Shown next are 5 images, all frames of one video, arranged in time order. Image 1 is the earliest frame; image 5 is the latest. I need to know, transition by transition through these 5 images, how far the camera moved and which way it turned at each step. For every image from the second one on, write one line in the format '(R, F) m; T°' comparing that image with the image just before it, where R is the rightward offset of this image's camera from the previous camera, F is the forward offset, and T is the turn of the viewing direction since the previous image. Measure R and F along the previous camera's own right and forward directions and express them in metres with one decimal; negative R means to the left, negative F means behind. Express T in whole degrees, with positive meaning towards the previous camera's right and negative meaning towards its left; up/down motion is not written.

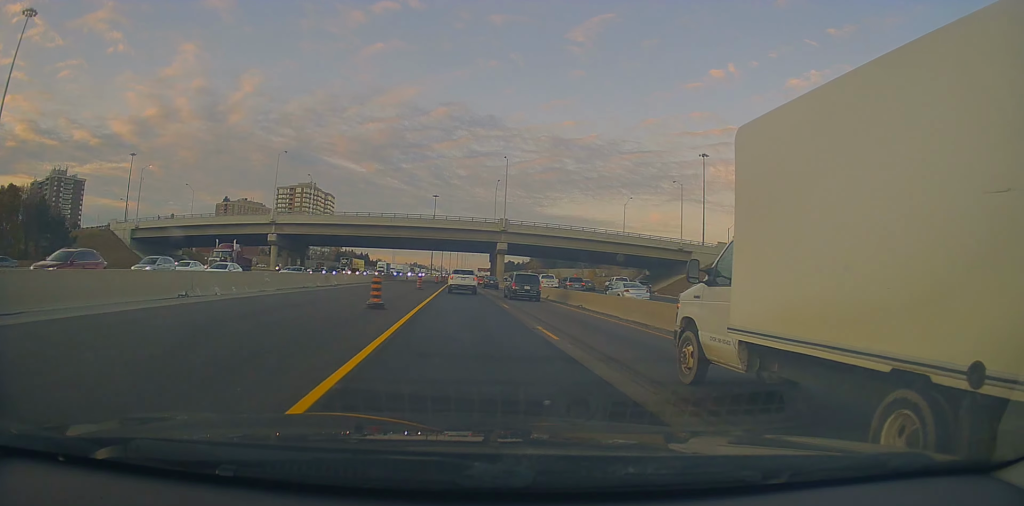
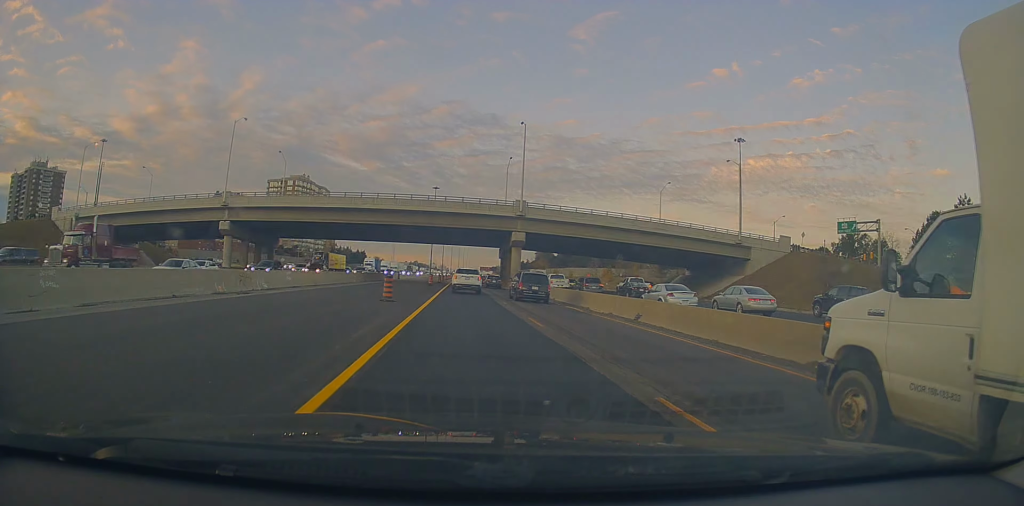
(+0.2, +20.9) m; +1°
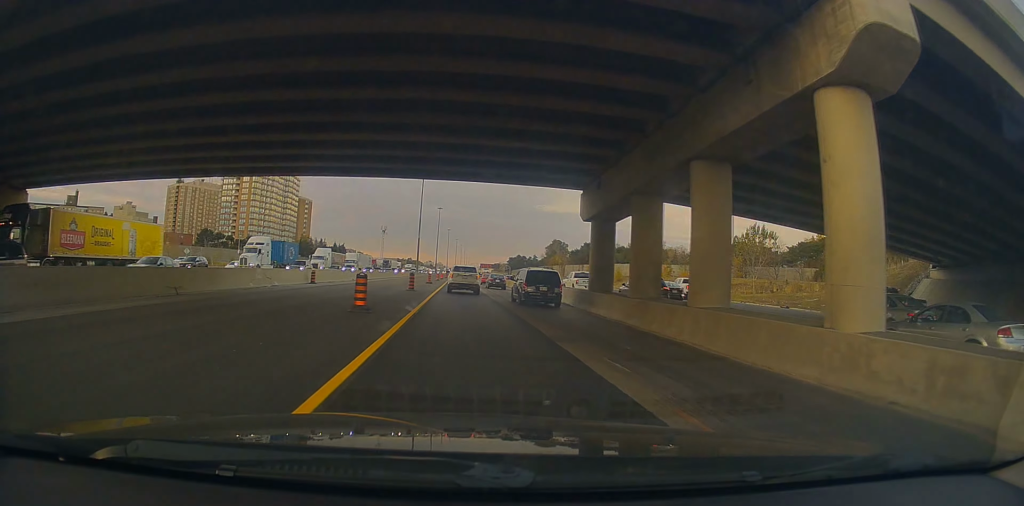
(-0.8, +60.4) m; -1°
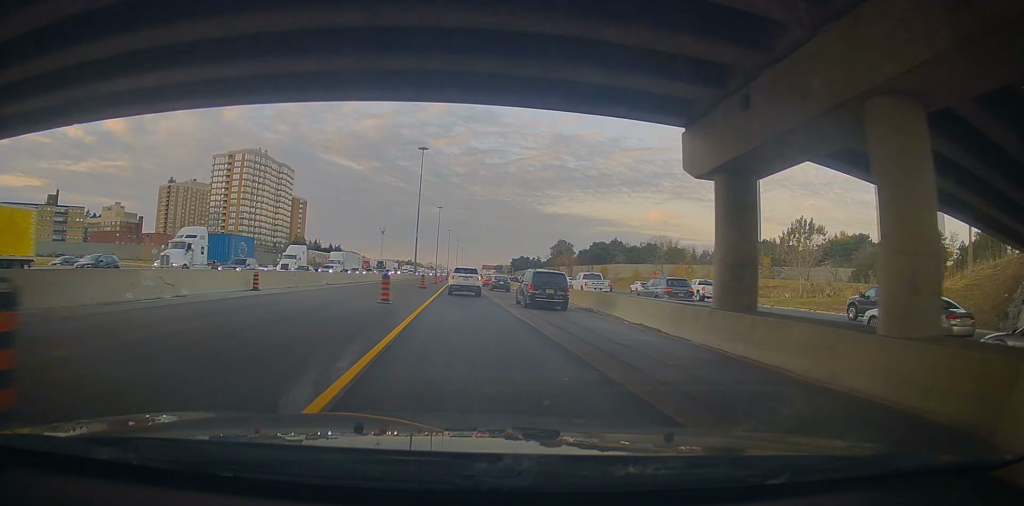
(+0.3, +13.3) m; +1°
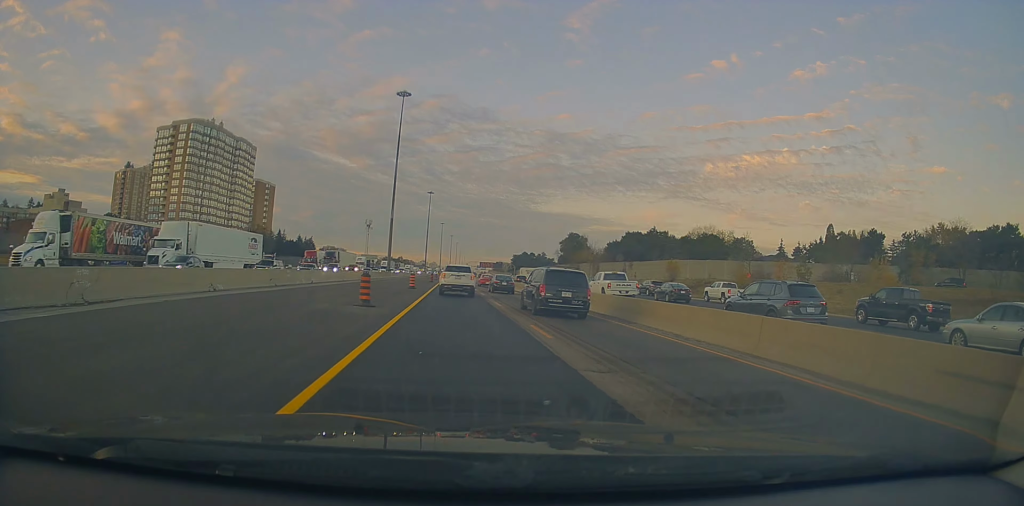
(-0.4, +48.5) m; 0°
